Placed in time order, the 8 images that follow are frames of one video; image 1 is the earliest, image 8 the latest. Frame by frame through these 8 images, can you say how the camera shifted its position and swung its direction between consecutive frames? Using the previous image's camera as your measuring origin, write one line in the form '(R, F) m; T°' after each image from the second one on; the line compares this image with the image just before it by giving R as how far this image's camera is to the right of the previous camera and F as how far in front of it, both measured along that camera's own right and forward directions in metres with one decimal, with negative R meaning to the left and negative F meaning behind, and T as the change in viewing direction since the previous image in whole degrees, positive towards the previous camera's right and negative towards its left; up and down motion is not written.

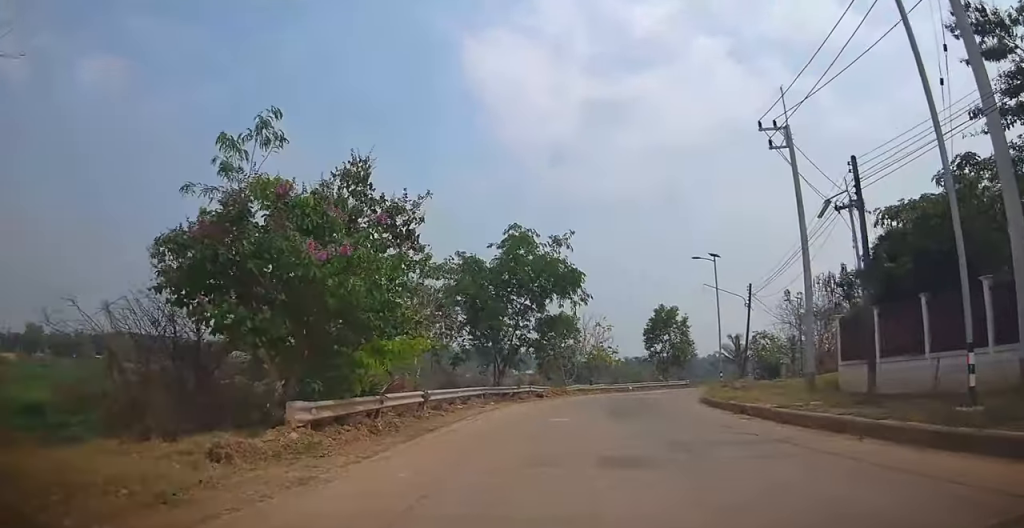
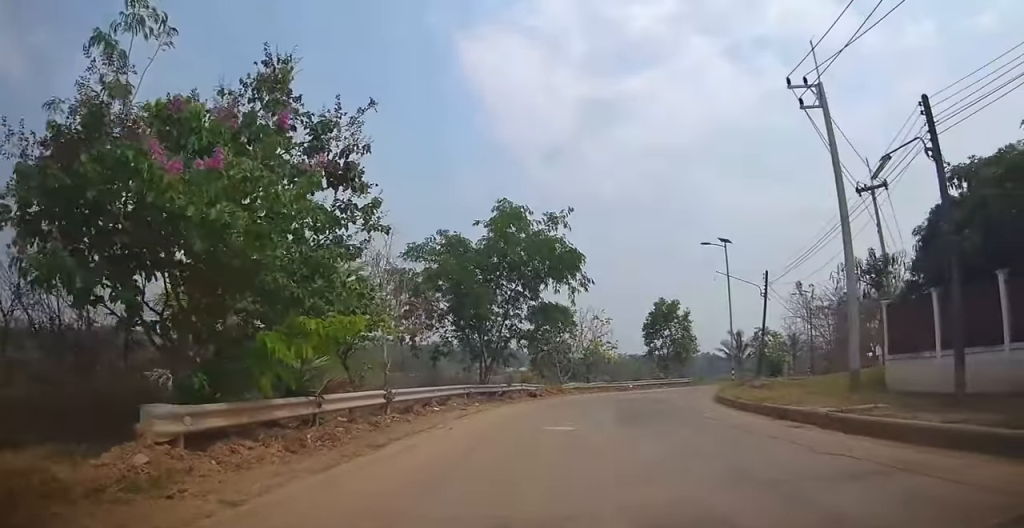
(0.0, +3.6) m; 0°
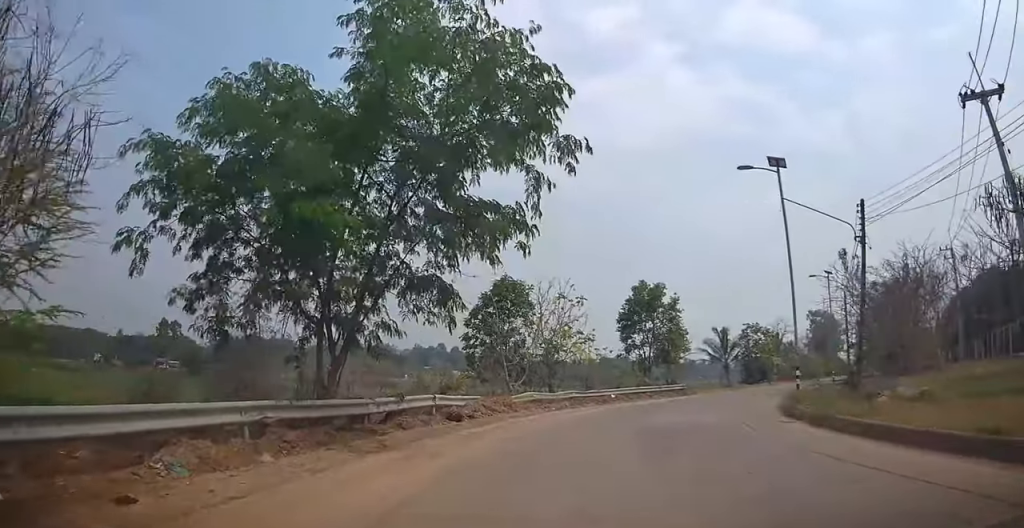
(0.0, +15.1) m; +2°
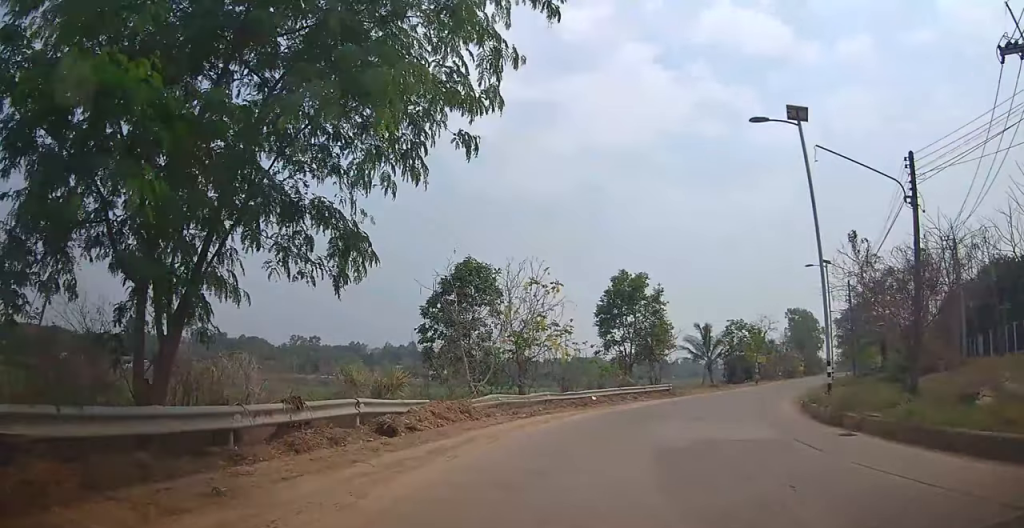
(-0.2, +5.0) m; +4°
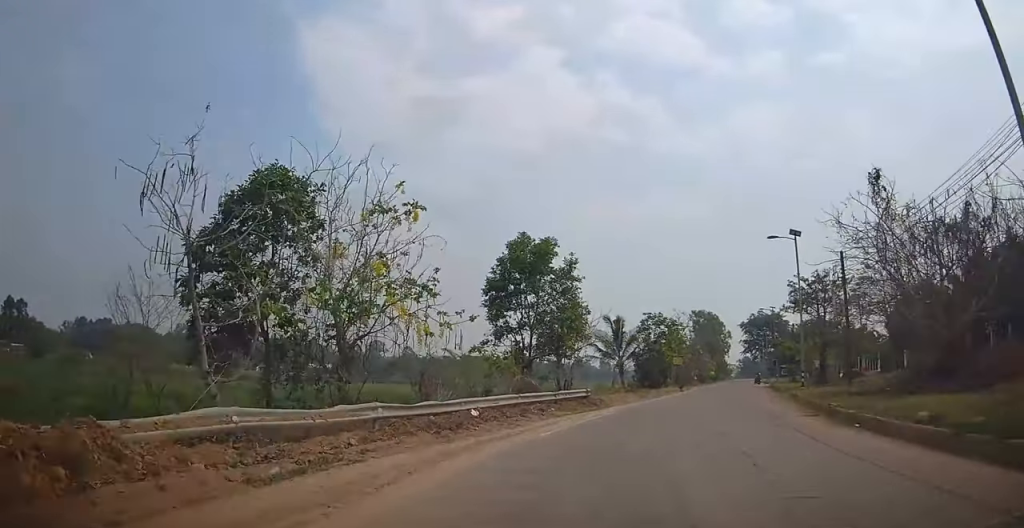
(+0.9, +12.7) m; +4°
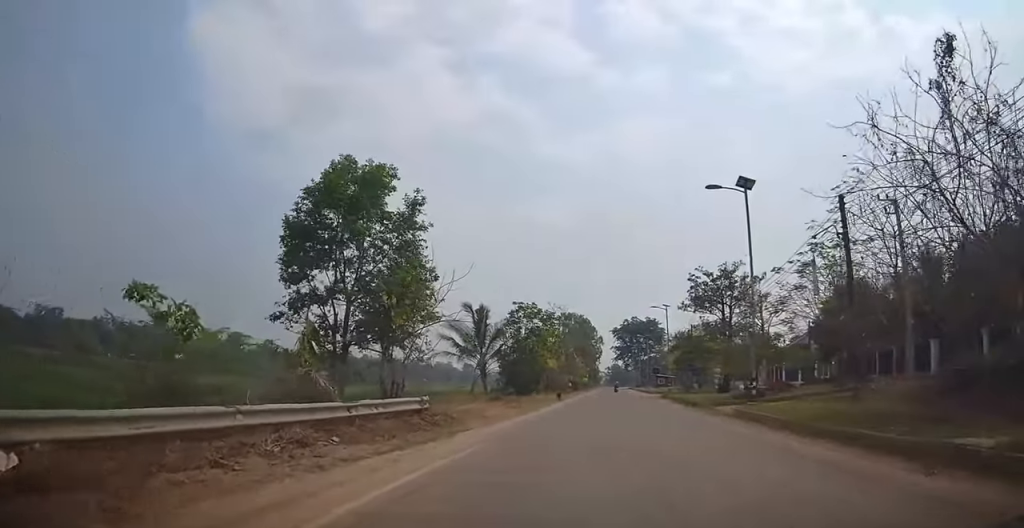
(+0.7, +11.0) m; +10°
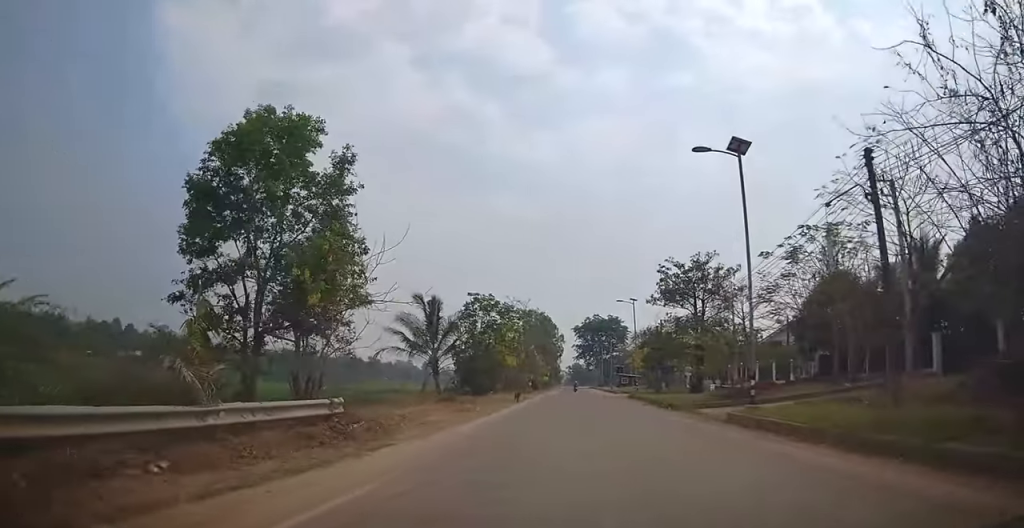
(+0.1, +3.5) m; +5°
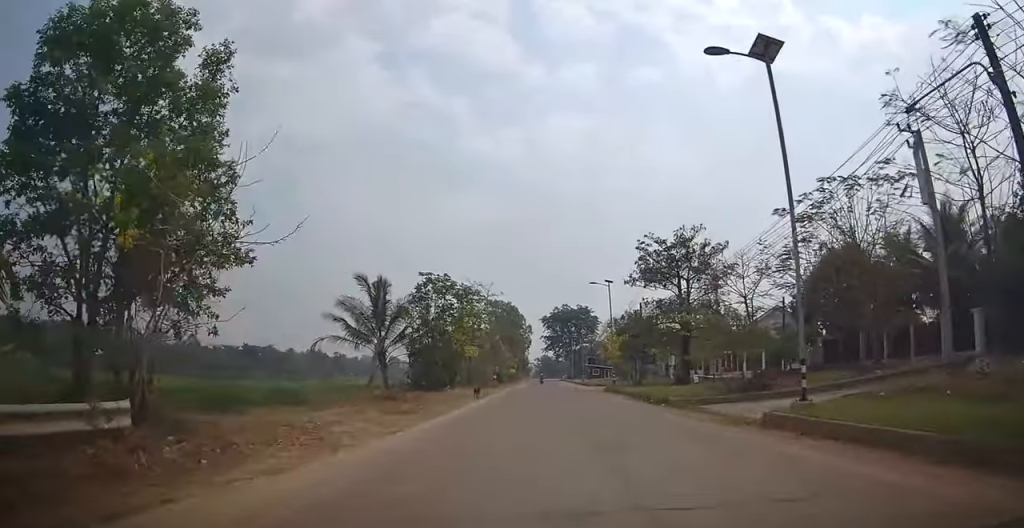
(+0.3, +5.0) m; +6°
